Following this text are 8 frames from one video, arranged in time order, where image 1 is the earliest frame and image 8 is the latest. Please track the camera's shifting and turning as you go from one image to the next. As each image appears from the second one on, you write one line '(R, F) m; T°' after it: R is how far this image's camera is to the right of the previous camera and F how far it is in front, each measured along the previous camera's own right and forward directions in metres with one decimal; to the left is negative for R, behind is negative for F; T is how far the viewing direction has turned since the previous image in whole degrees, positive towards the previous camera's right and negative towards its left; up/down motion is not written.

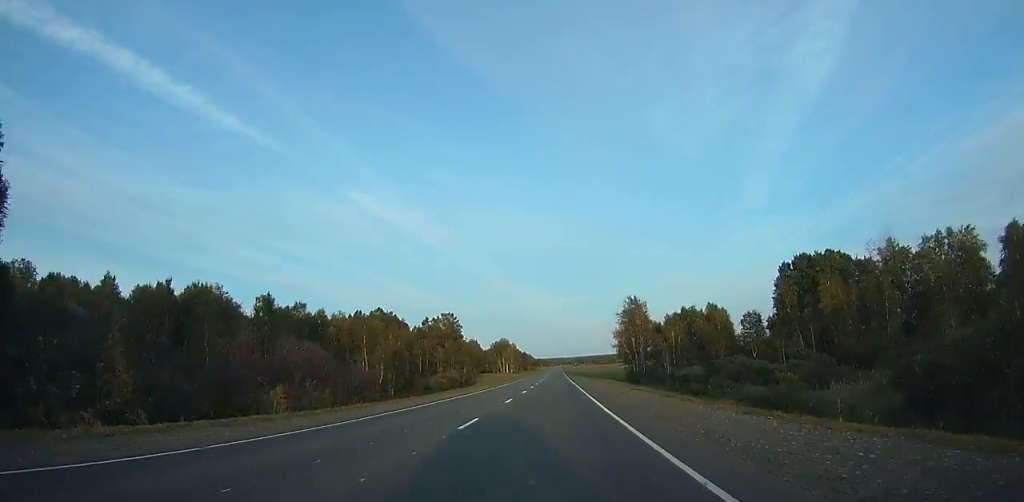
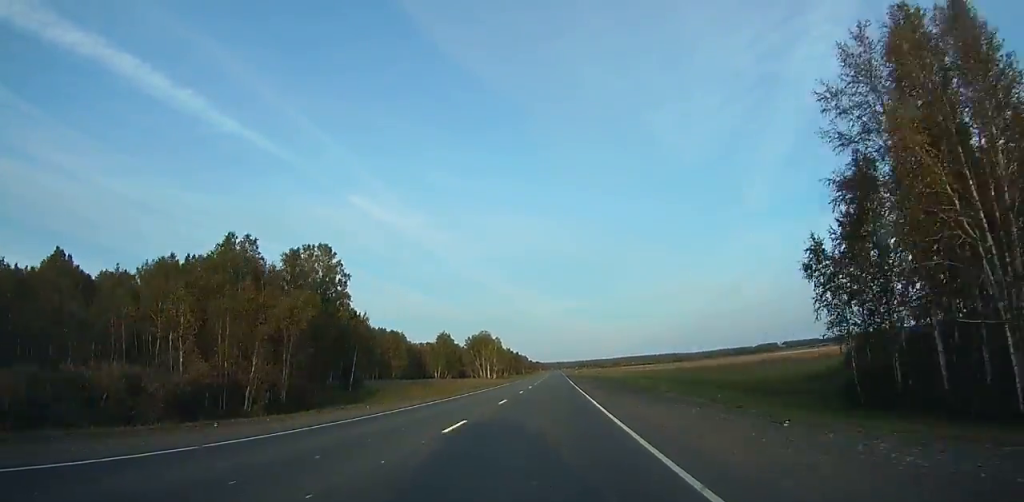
(+0.1, +85.2) m; 0°
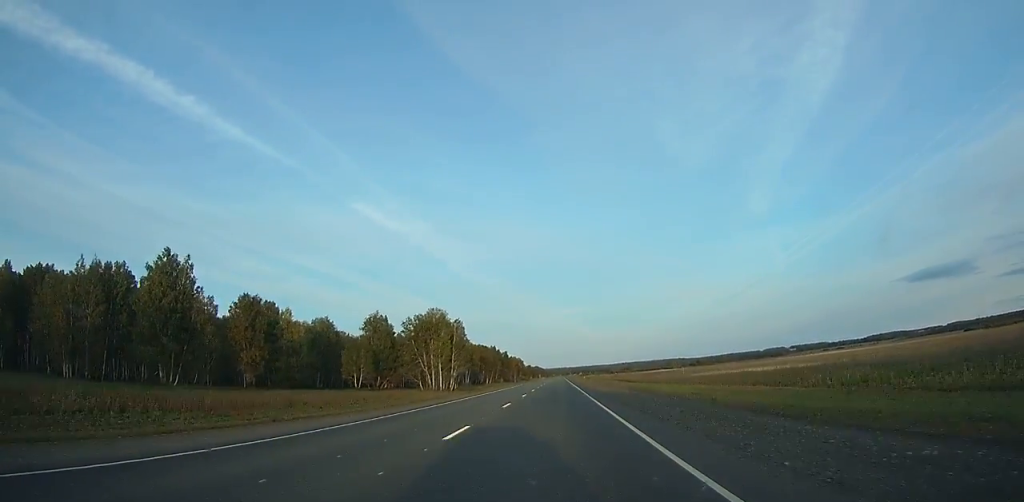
(+0.6, +100.5) m; 0°
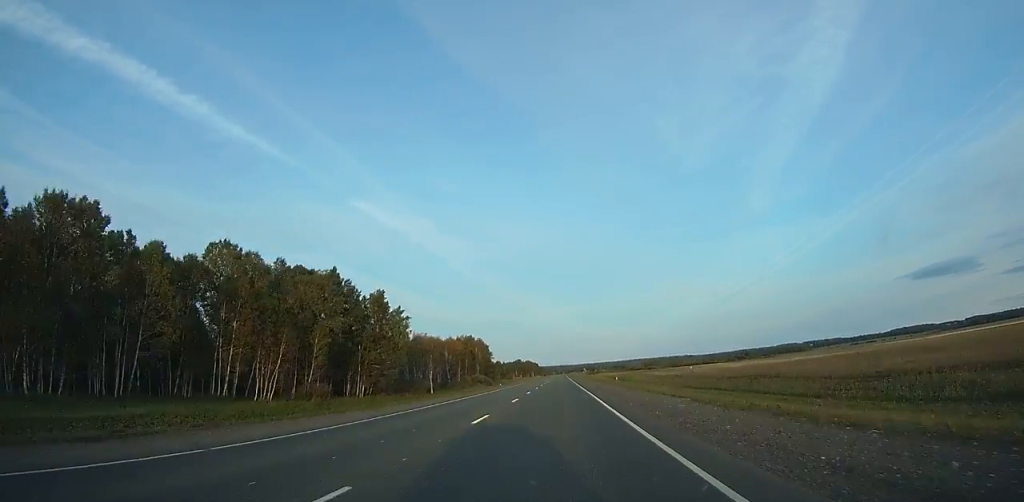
(-2.1, +212.3) m; -1°
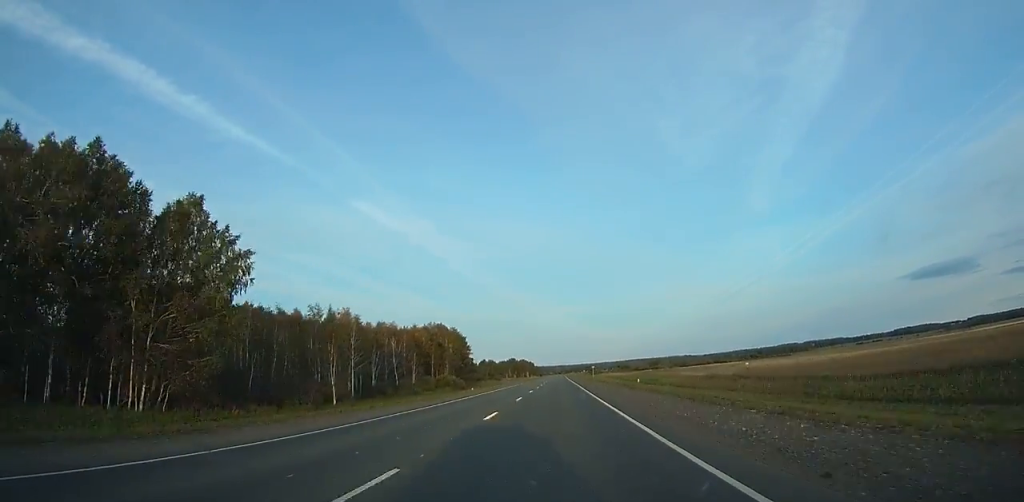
(0.0, +47.9) m; 0°
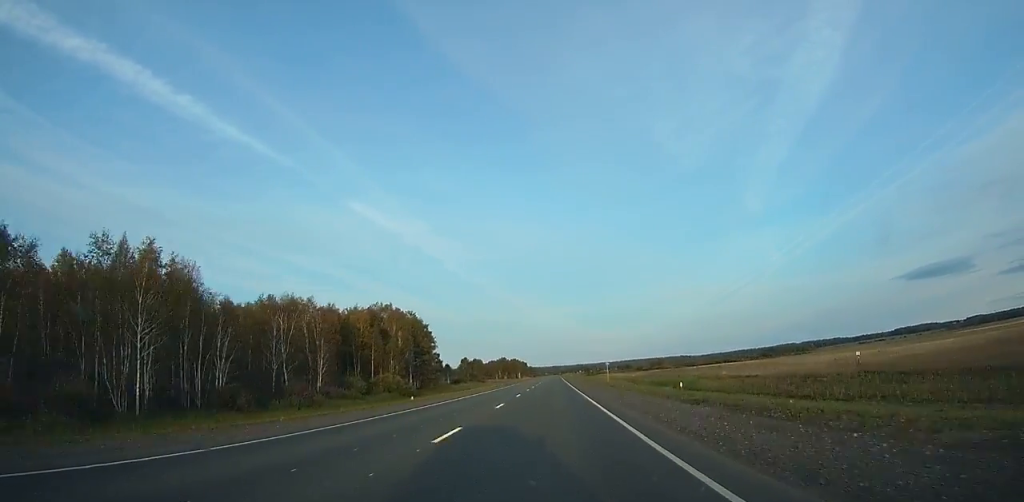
(+0.3, +42.9) m; 0°
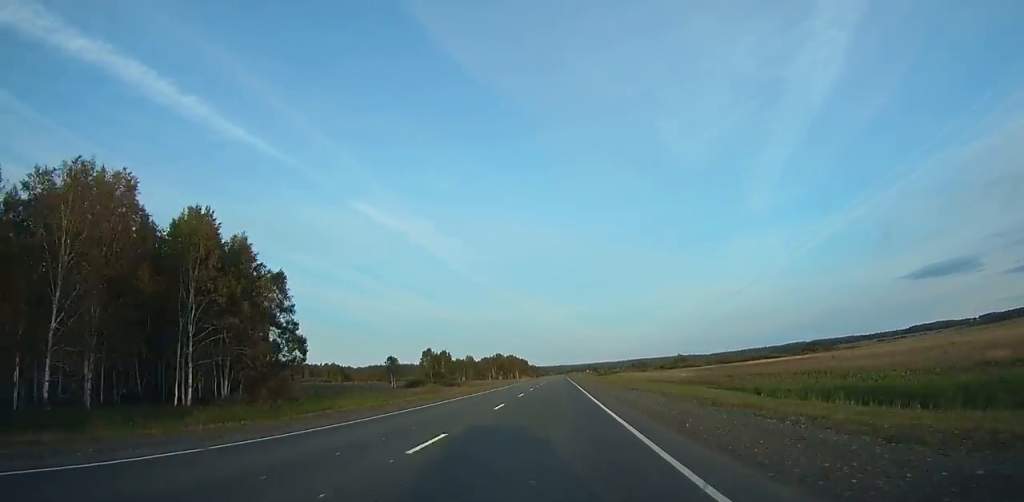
(+0.2, +72.8) m; 0°
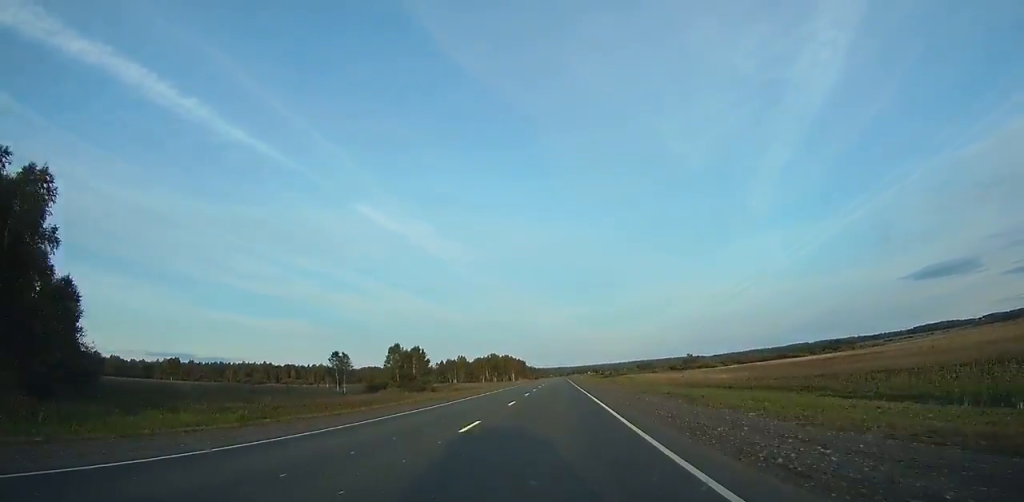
(0.0, +30.5) m; 0°
